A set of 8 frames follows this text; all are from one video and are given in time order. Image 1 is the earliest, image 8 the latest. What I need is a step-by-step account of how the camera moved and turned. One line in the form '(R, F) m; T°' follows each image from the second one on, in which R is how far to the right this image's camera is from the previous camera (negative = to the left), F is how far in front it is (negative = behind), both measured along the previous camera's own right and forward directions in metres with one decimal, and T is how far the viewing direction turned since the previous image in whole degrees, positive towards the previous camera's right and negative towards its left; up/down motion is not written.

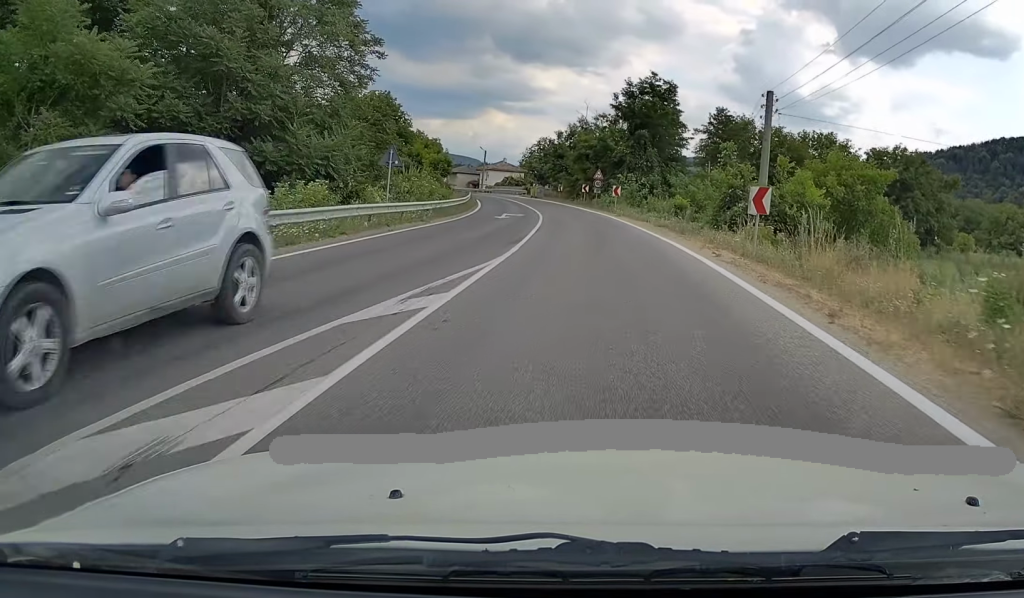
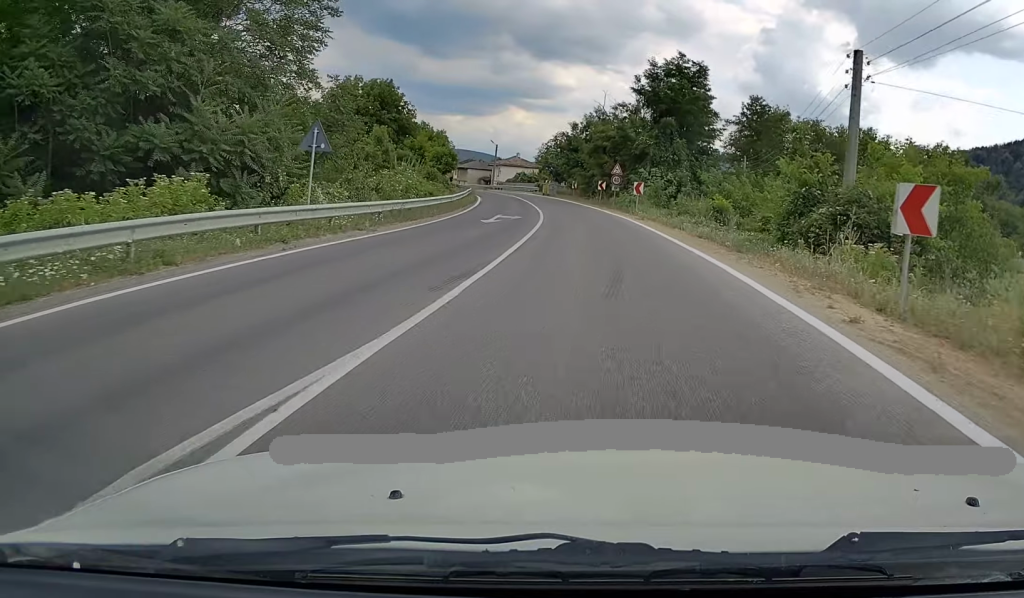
(-0.1, +8.2) m; -2°
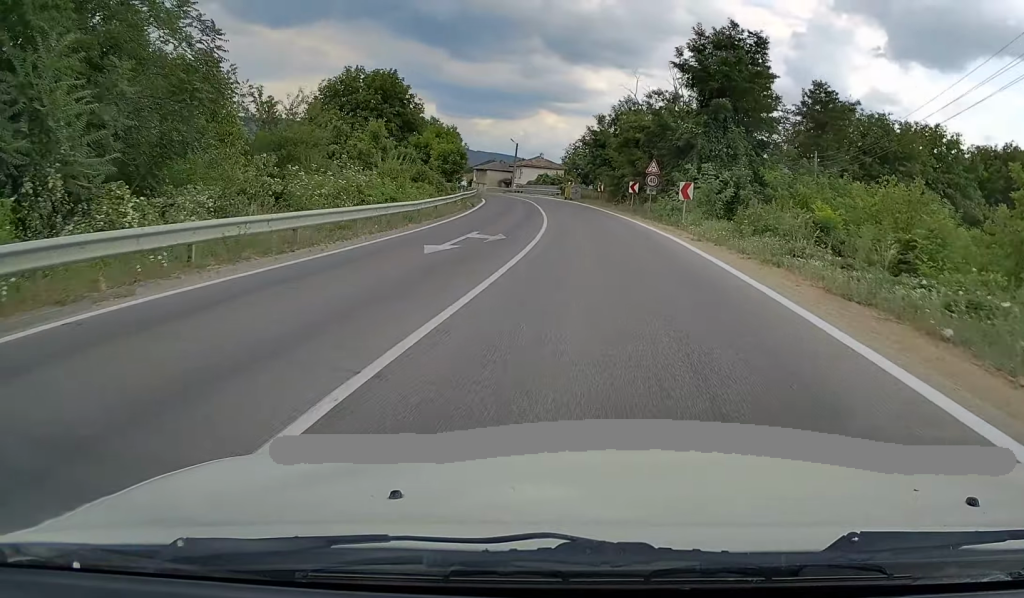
(-0.2, +11.4) m; -2°
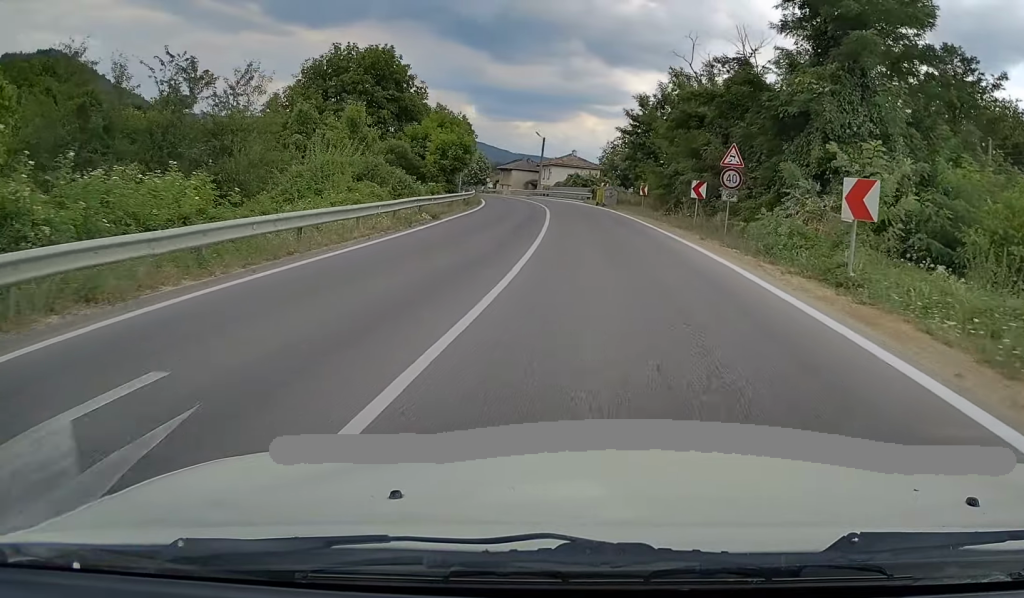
(-0.5, +16.3) m; -4°
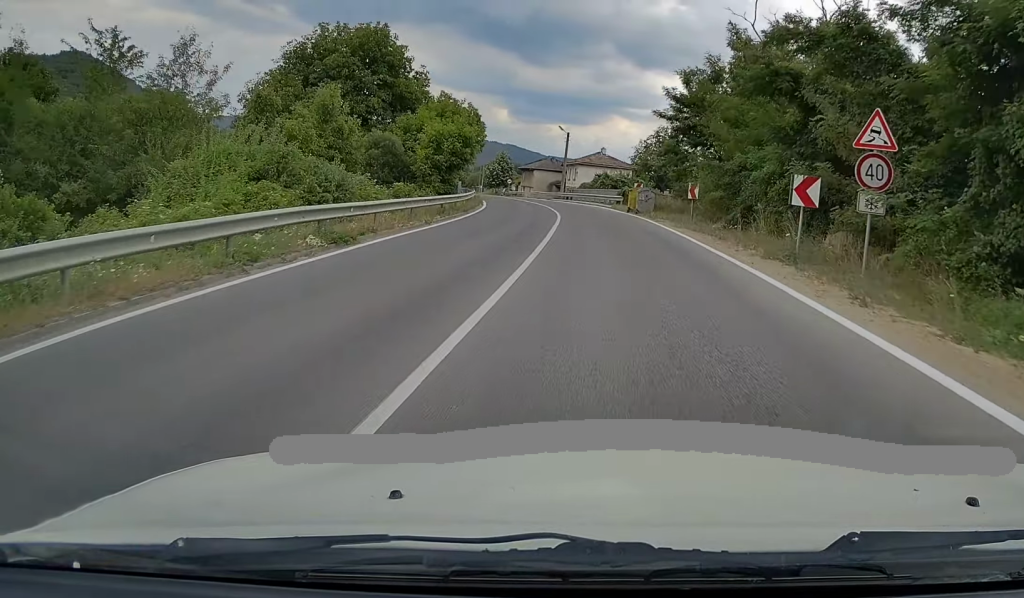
(-0.2, +11.5) m; -3°
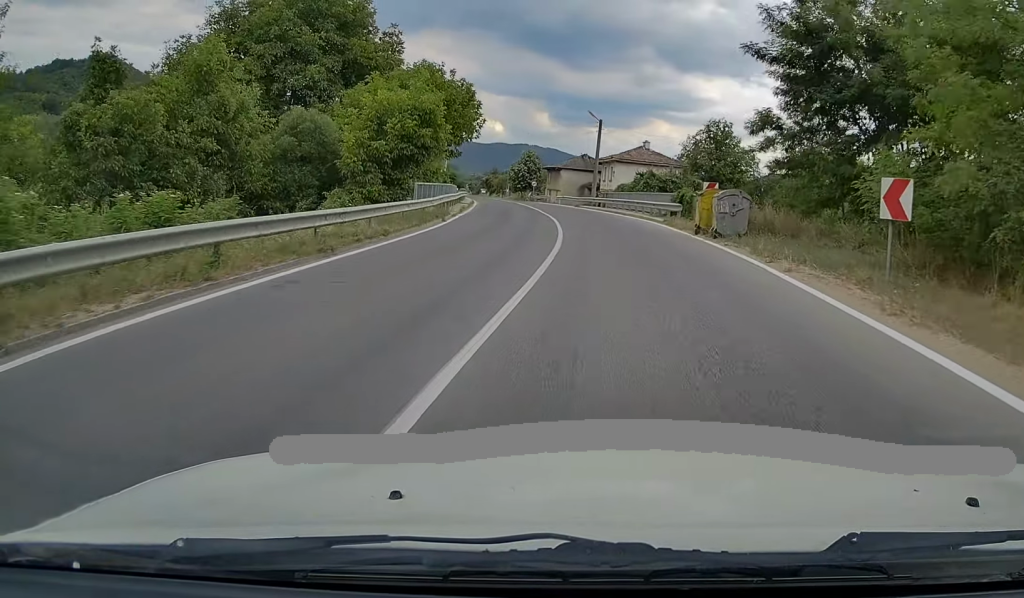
(-0.7, +18.6) m; -3°
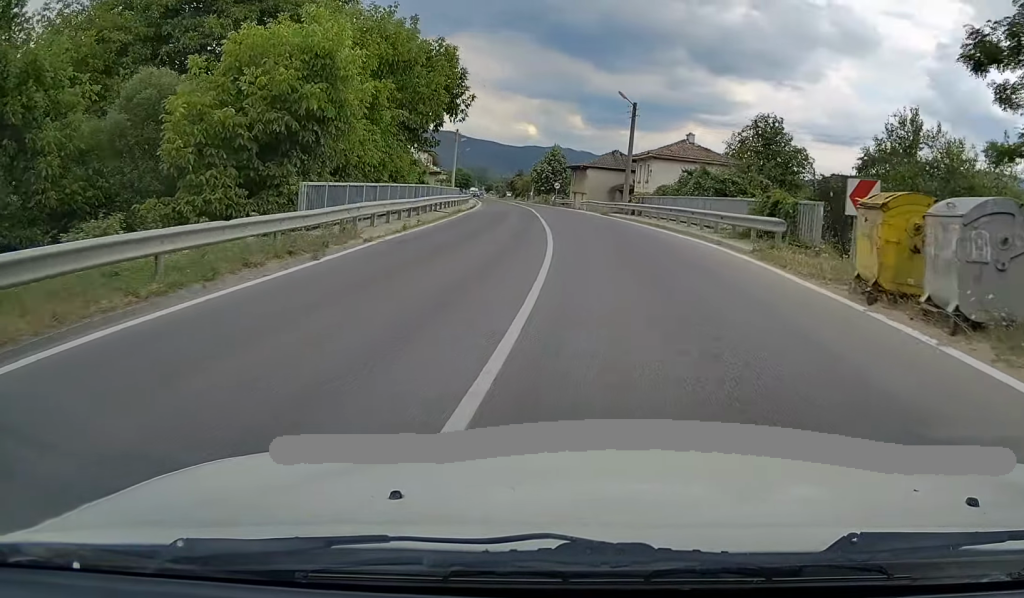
(-0.1, +13.7) m; -2°
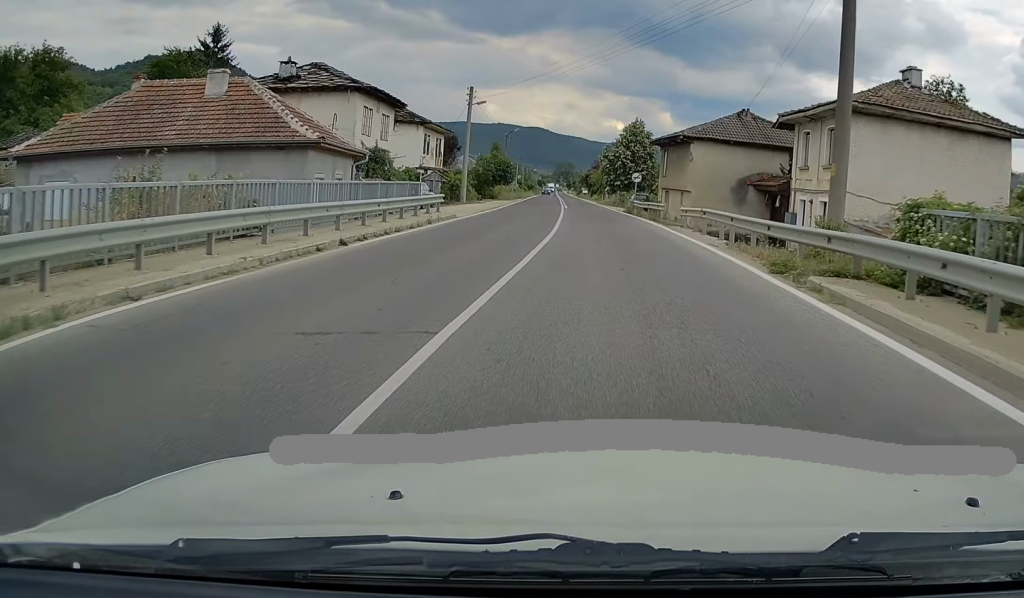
(-2.0, +33.4) m; -7°
